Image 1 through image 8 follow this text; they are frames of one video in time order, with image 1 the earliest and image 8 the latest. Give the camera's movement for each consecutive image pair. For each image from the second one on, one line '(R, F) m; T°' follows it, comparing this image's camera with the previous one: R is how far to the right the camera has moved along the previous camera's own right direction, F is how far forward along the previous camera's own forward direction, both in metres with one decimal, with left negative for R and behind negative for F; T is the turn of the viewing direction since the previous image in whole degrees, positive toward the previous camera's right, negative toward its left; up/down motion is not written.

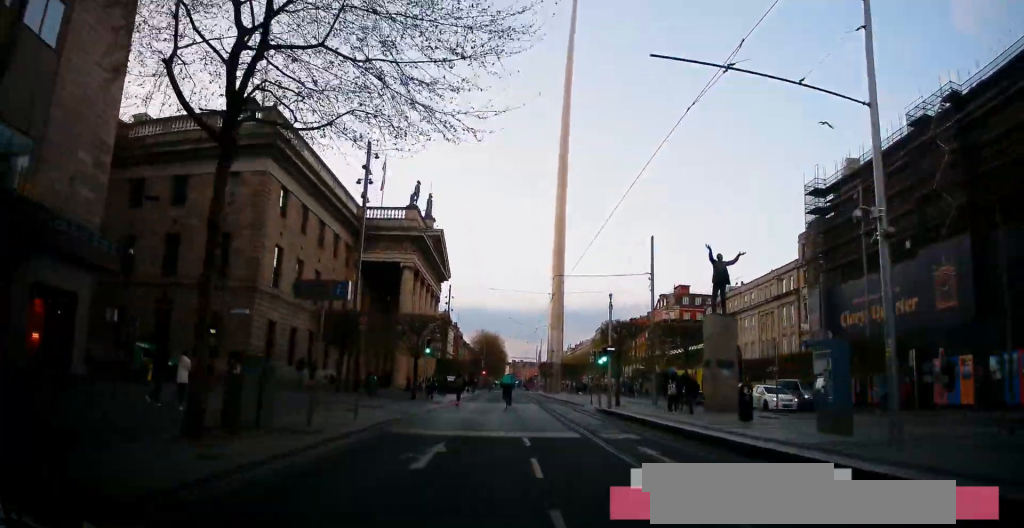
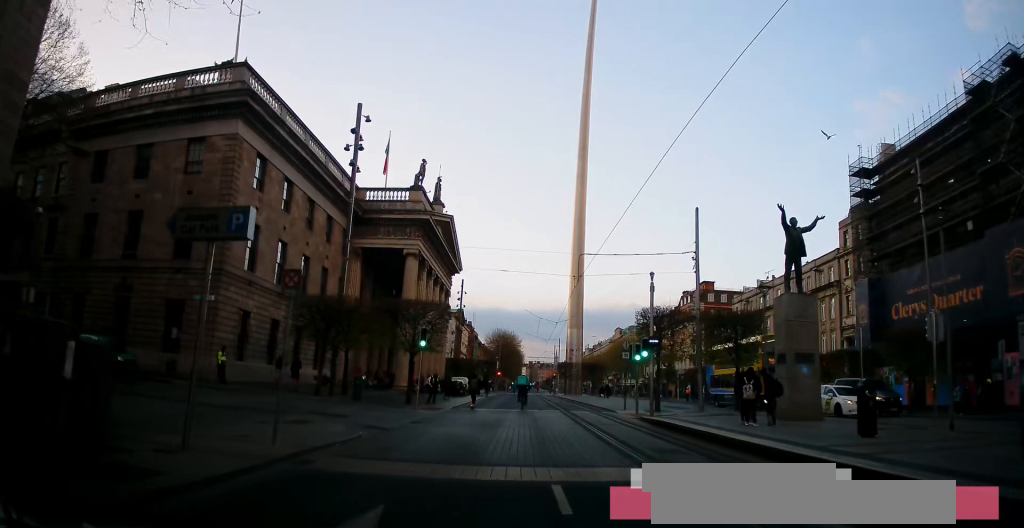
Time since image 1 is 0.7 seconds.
(0.0, +5.9) m; 0°
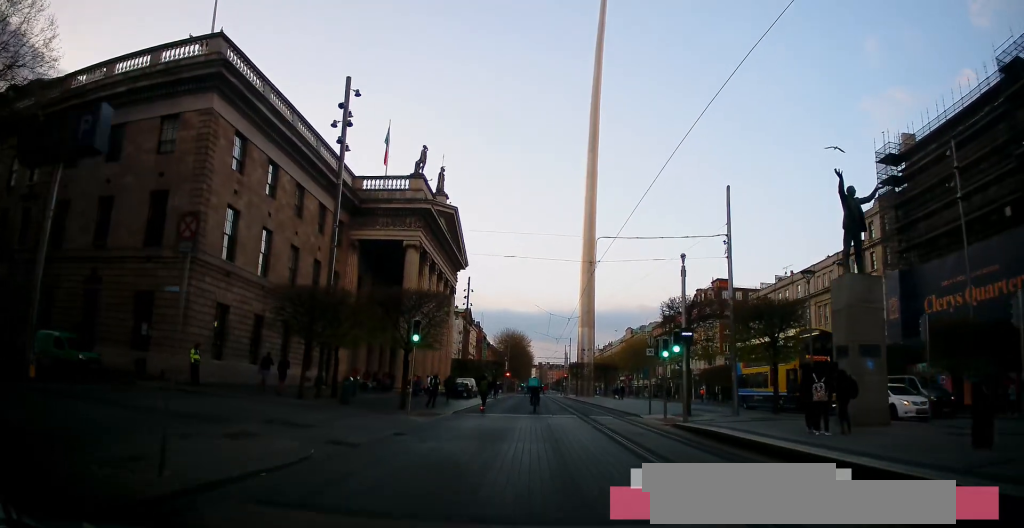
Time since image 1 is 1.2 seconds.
(+0.1, +3.7) m; 0°
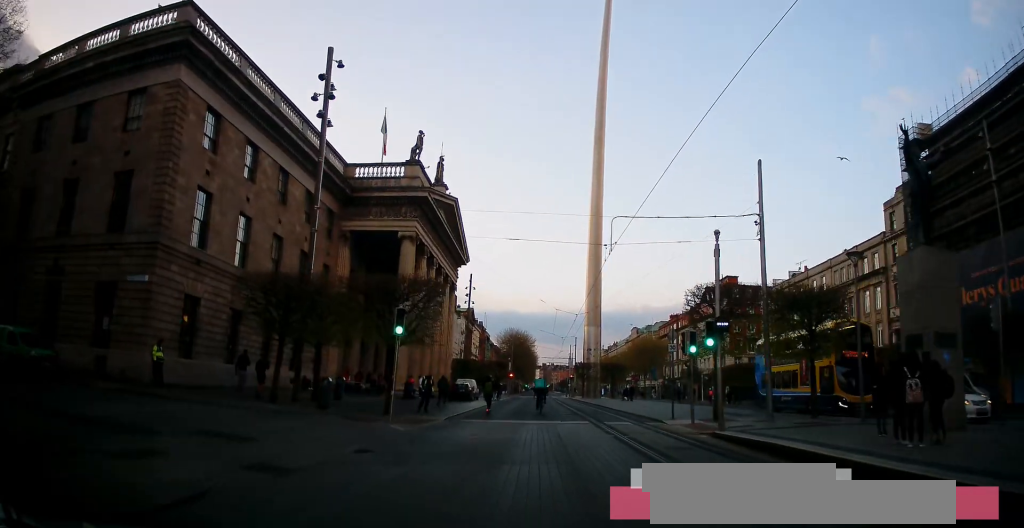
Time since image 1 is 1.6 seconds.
(0.0, +3.4) m; -1°
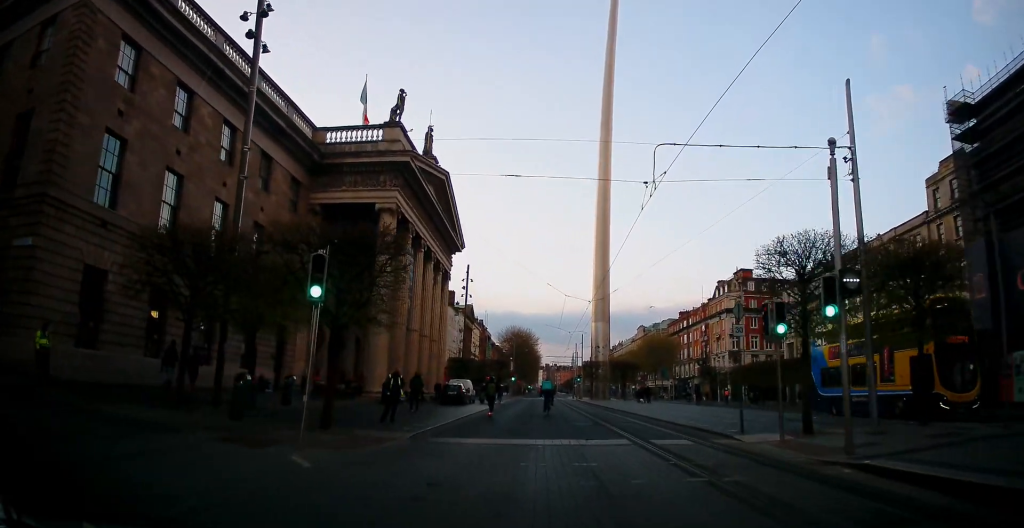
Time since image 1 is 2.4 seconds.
(-0.1, +7.2) m; -1°
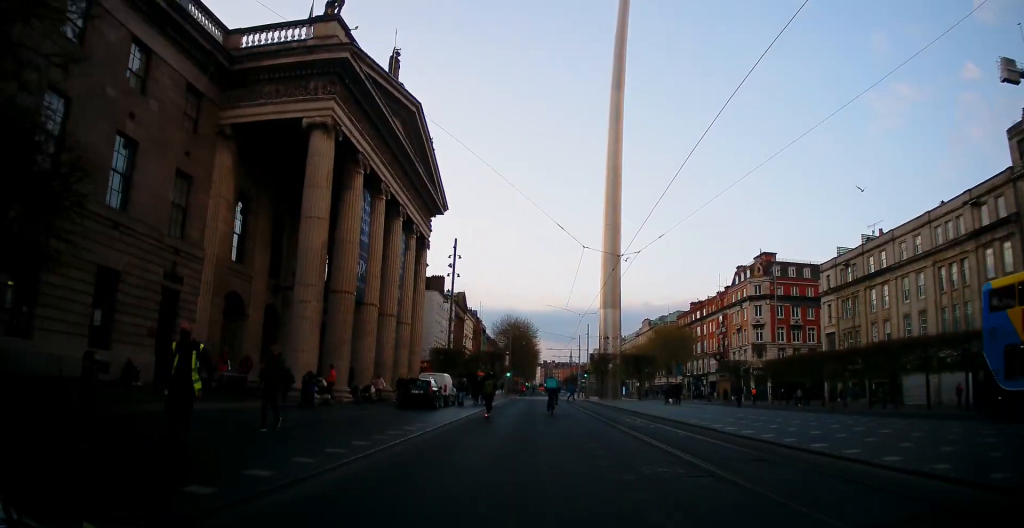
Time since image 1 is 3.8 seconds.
(+0.2, +12.1) m; +3°
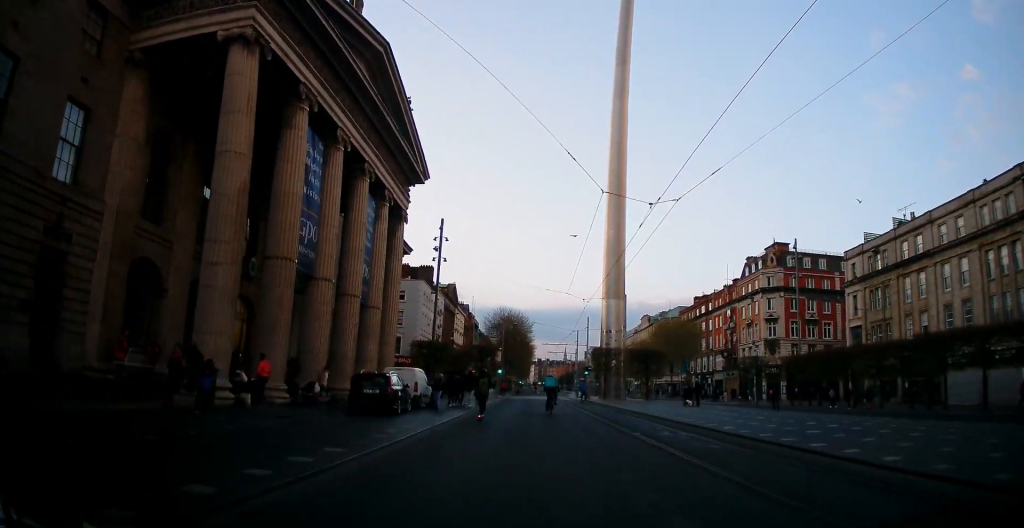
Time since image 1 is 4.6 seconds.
(+0.1, +7.1) m; +1°
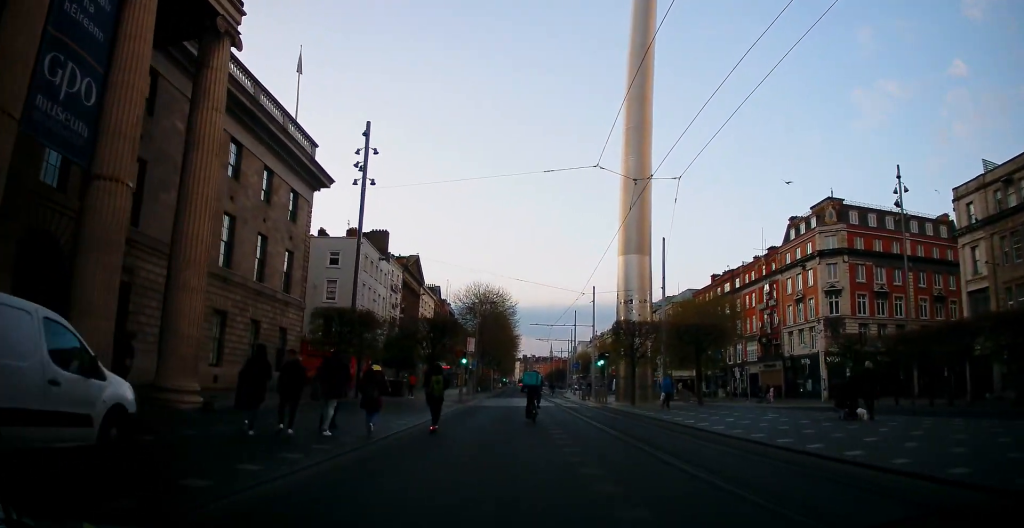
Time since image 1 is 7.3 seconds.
(-0.3, +22.1) m; -2°
